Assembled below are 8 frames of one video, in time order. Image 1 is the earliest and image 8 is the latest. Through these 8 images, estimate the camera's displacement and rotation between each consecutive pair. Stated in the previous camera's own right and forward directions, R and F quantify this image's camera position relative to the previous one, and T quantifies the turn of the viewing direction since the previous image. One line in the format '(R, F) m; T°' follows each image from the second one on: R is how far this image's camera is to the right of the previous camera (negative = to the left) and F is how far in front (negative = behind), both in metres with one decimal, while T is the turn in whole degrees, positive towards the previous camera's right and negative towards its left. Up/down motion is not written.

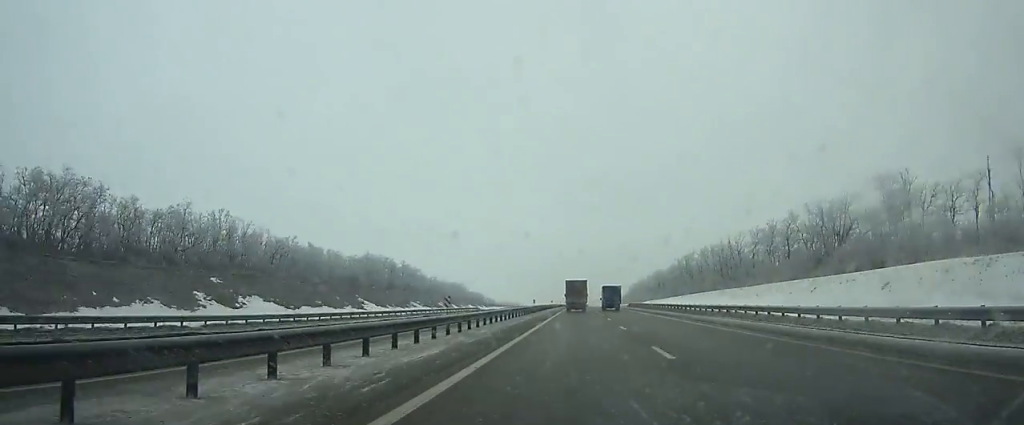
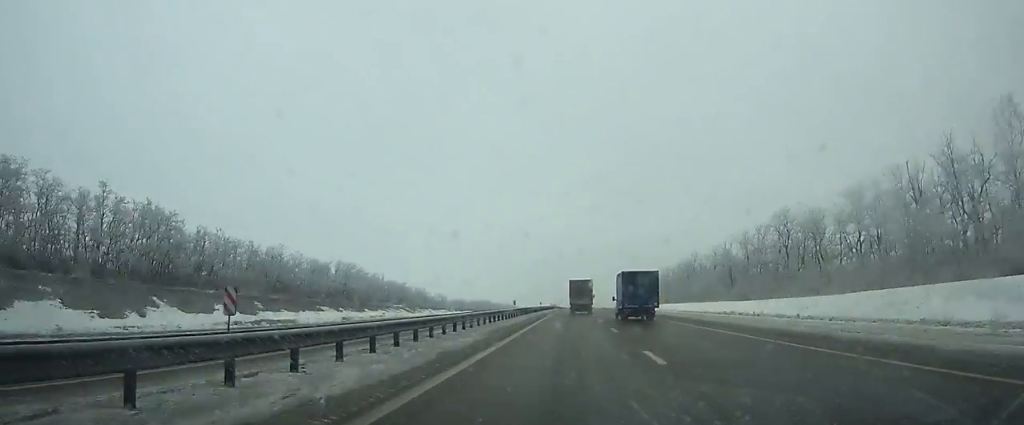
(+0.5, +146.5) m; 0°
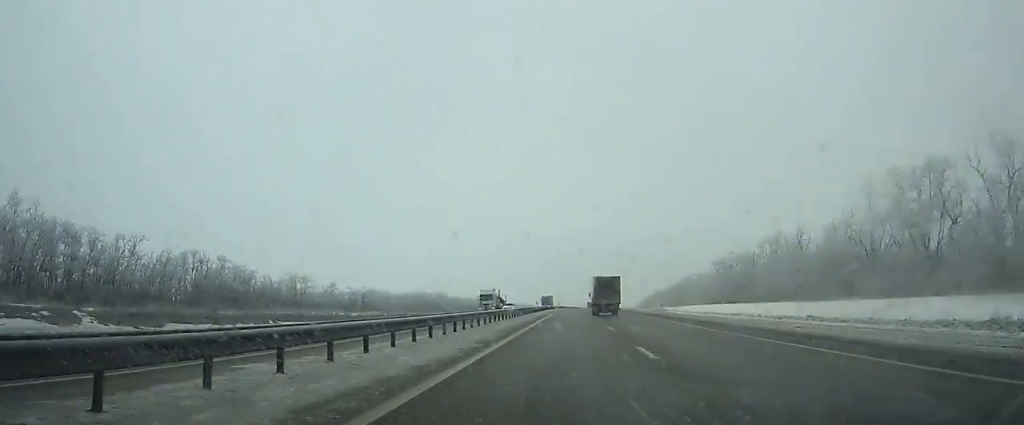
(+0.5, +139.2) m; 0°
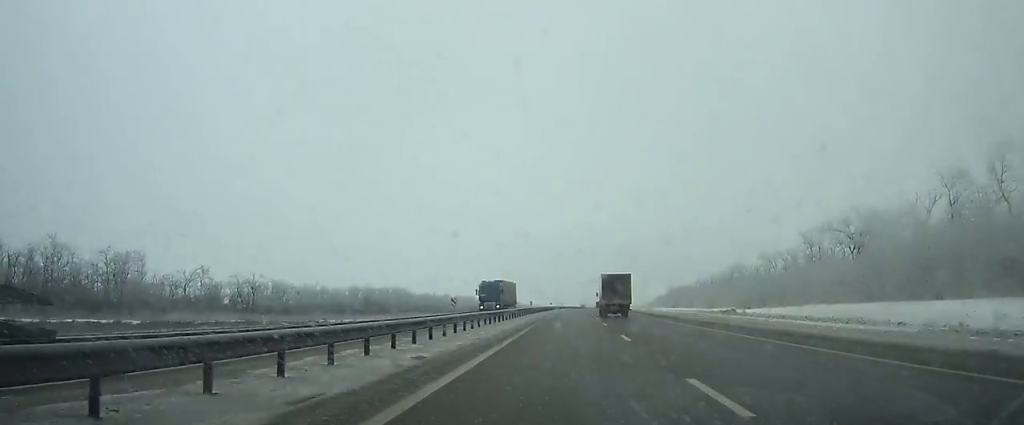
(+0.1, +55.3) m; 0°
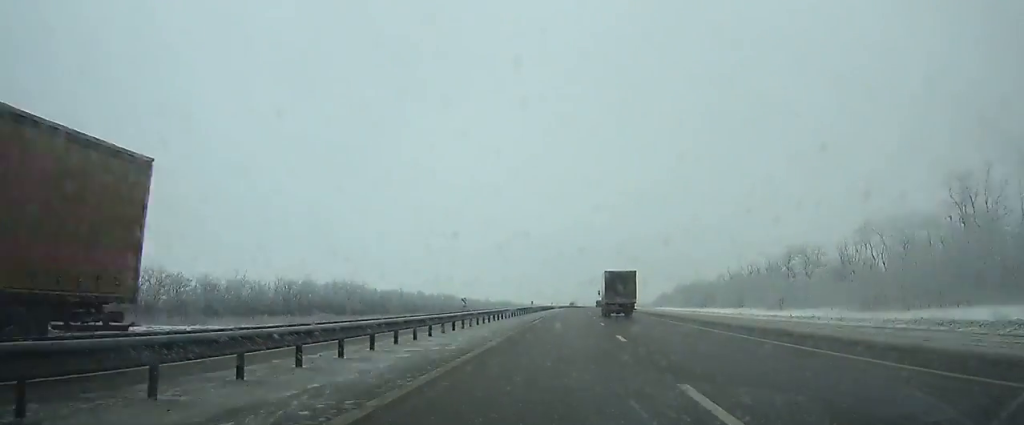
(-0.1, +36.7) m; 0°
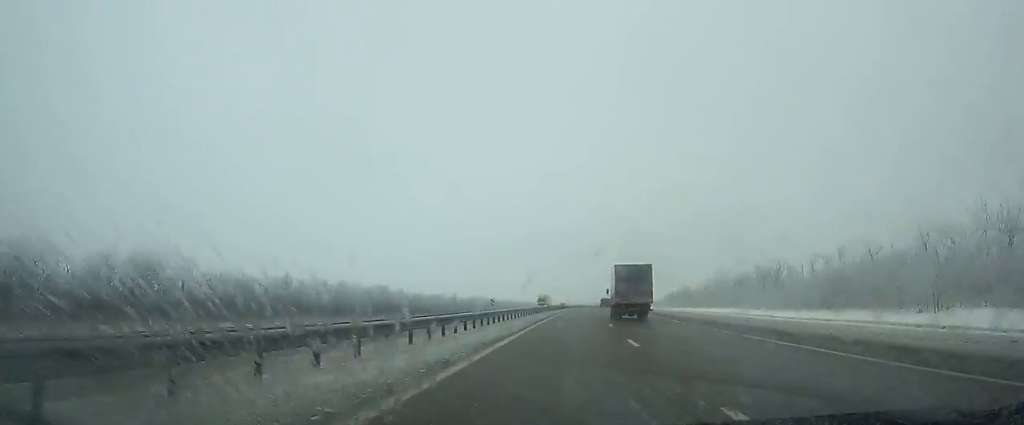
(+0.6, +73.0) m; +1°
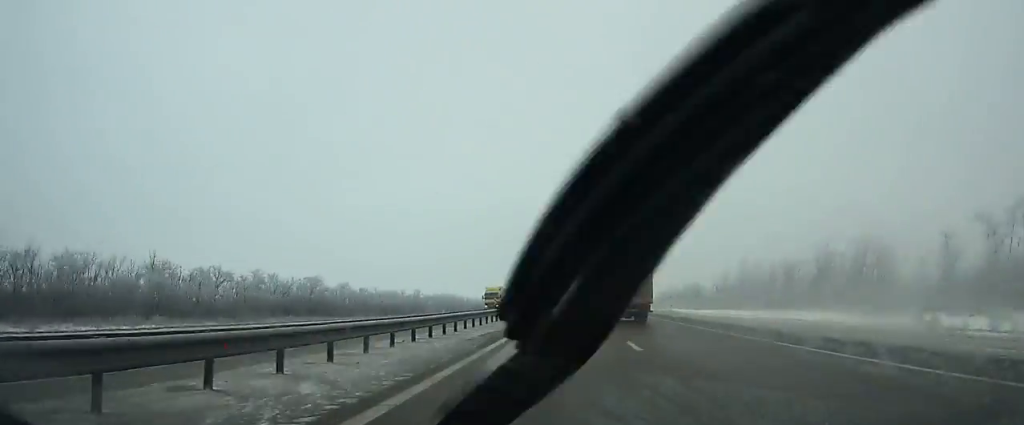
(+0.4, +36.3) m; +1°
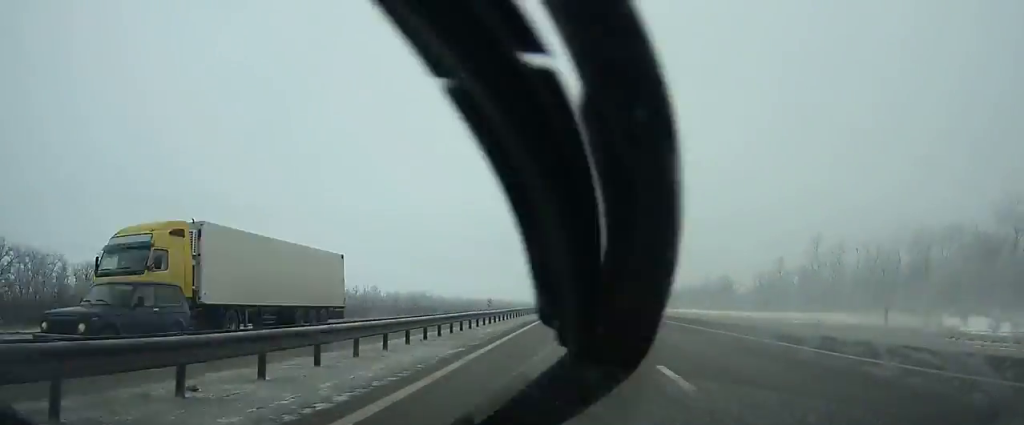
(+0.3, +41.4) m; +1°
